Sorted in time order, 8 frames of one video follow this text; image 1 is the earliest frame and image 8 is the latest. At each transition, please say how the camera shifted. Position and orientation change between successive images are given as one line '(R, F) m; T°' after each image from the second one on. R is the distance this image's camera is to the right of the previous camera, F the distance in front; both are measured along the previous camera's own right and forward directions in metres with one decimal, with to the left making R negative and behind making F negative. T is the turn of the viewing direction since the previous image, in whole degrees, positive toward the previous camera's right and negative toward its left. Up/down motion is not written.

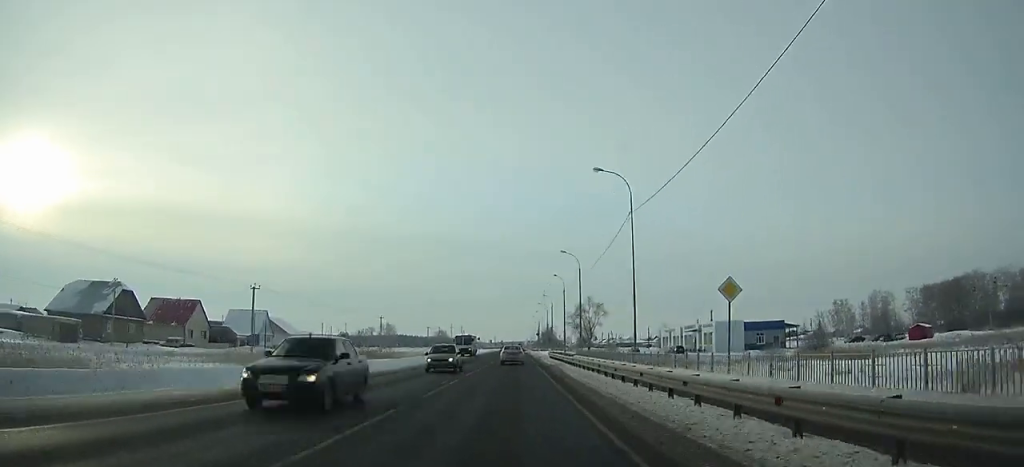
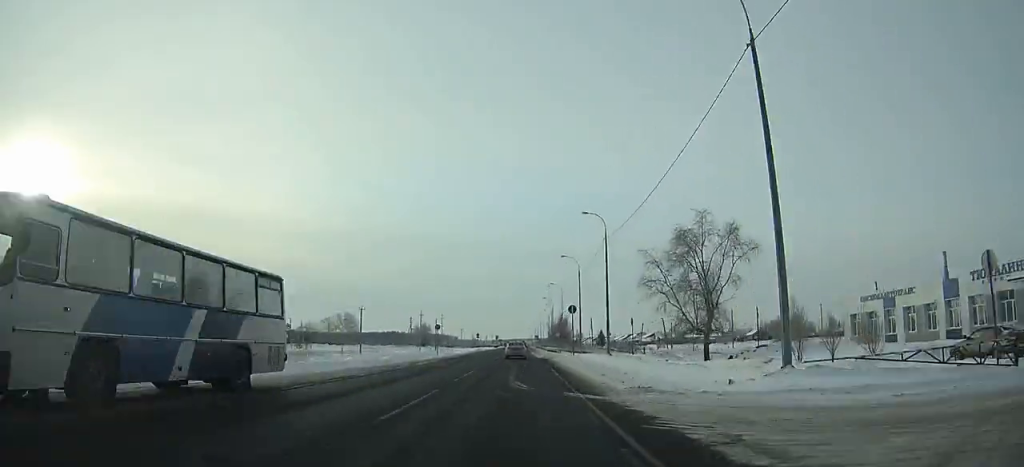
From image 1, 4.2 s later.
(-0.3, +77.6) m; 0°
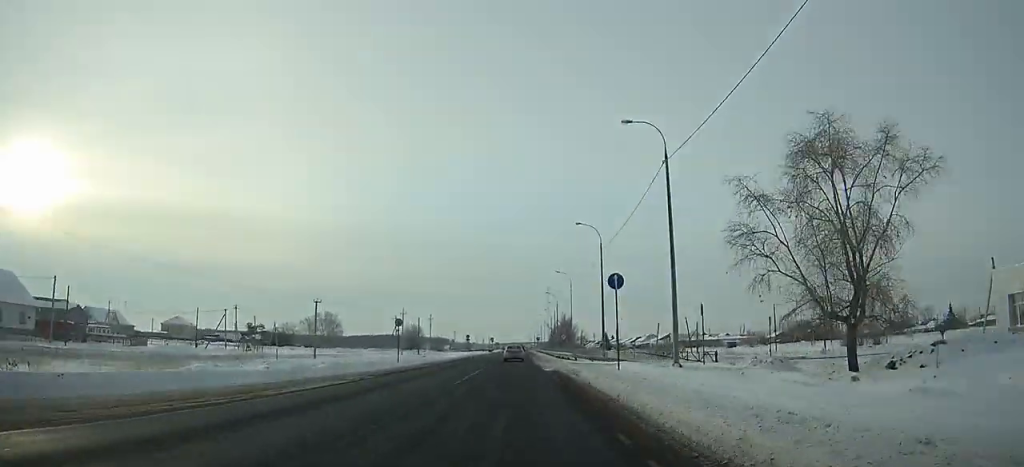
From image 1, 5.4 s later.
(0.0, +22.6) m; 0°
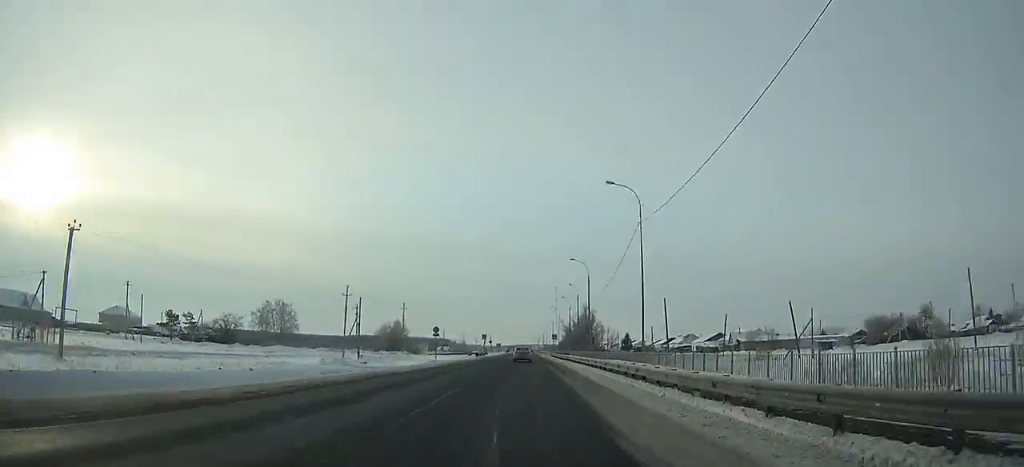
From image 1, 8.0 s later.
(-0.1, +49.5) m; 0°
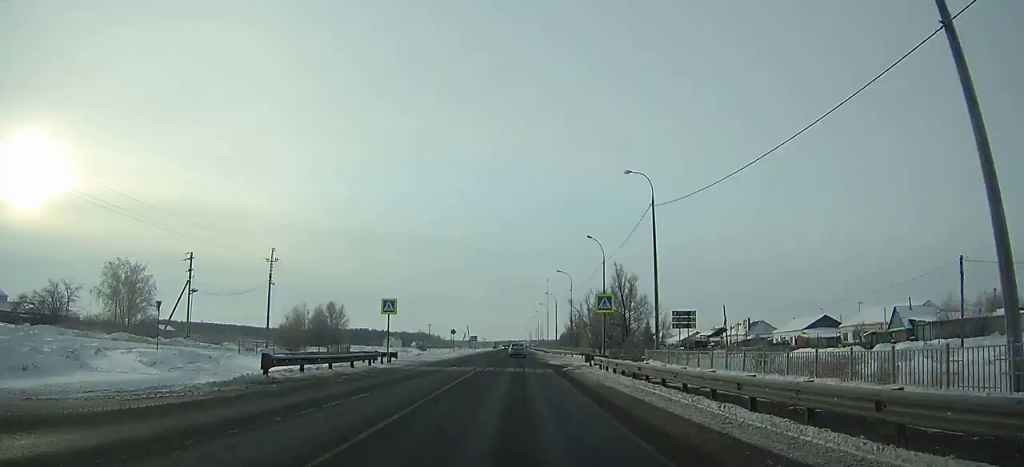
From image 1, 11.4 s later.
(+0.3, +66.2) m; 0°
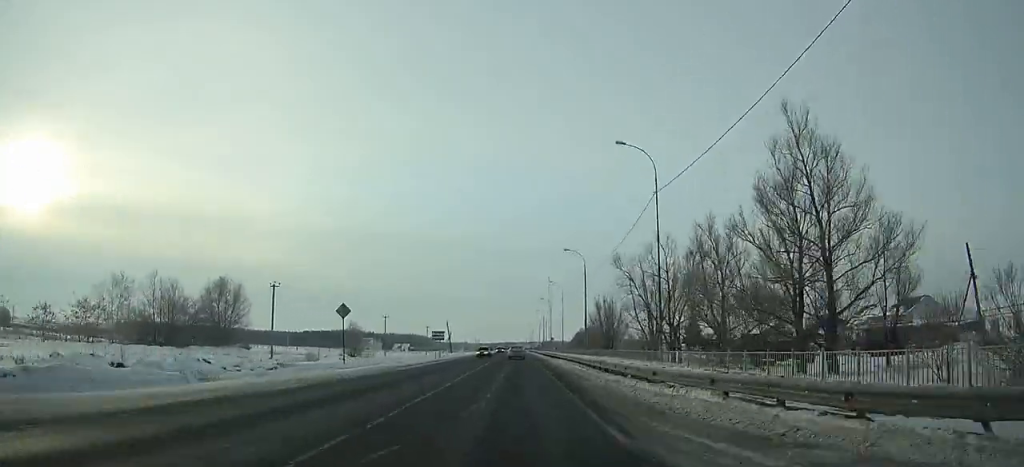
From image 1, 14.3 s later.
(+0.2, +57.9) m; 0°
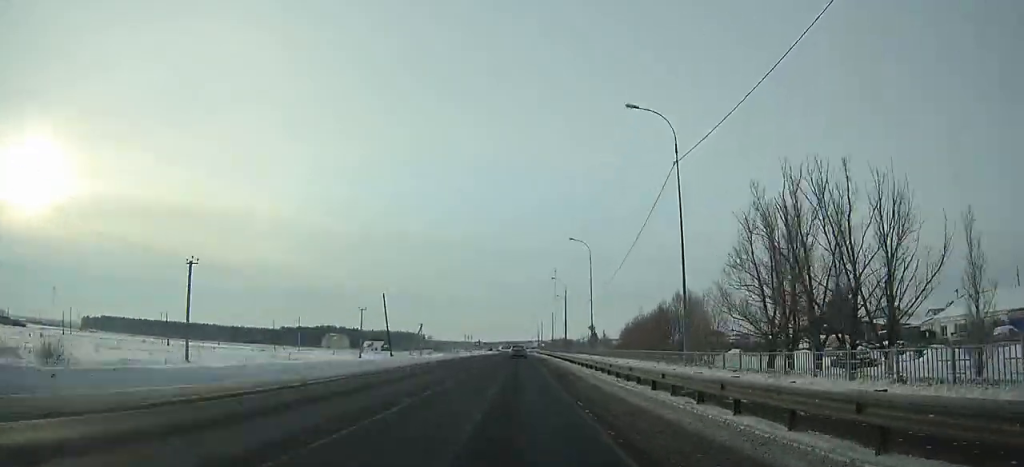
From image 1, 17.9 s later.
(-0.4, +73.1) m; -1°
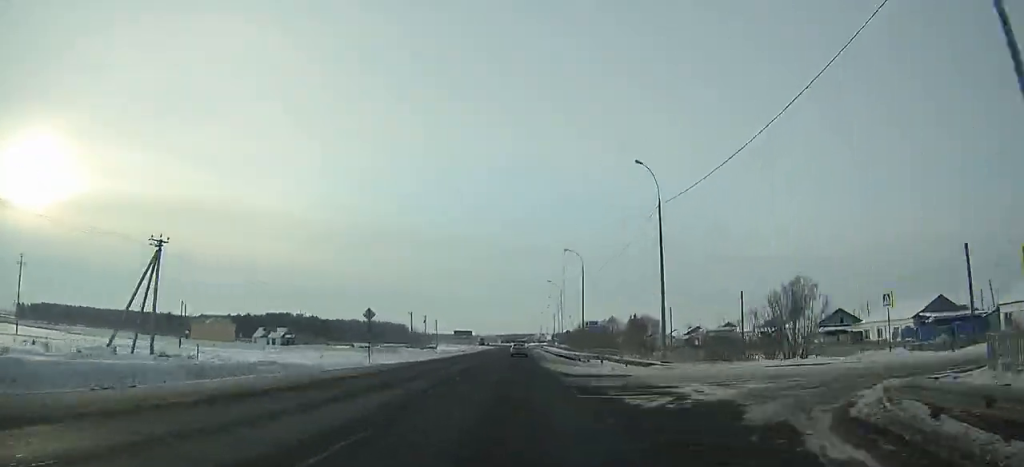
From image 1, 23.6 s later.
(-0.2, +115.2) m; 0°
